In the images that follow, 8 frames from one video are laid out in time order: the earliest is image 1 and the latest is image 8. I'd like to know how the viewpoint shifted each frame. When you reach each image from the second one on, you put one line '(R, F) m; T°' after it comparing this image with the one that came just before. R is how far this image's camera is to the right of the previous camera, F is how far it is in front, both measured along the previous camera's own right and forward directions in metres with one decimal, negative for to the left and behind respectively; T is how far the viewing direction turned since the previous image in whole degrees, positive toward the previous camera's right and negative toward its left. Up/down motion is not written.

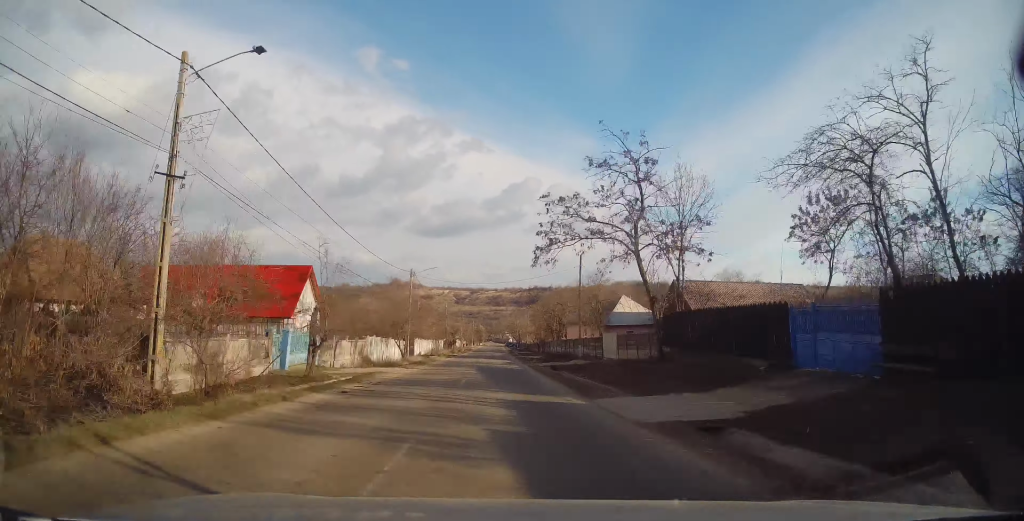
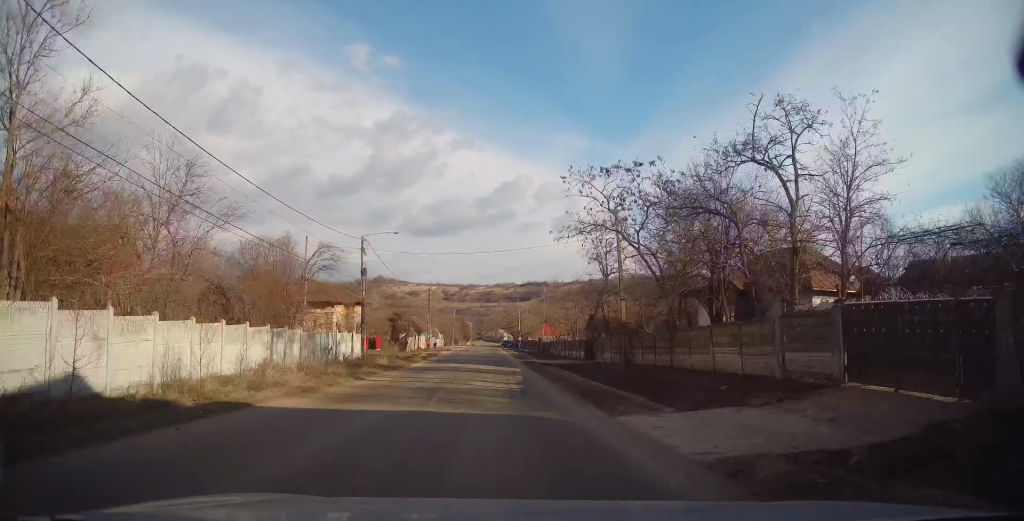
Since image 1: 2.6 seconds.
(-1.1, +51.8) m; -1°
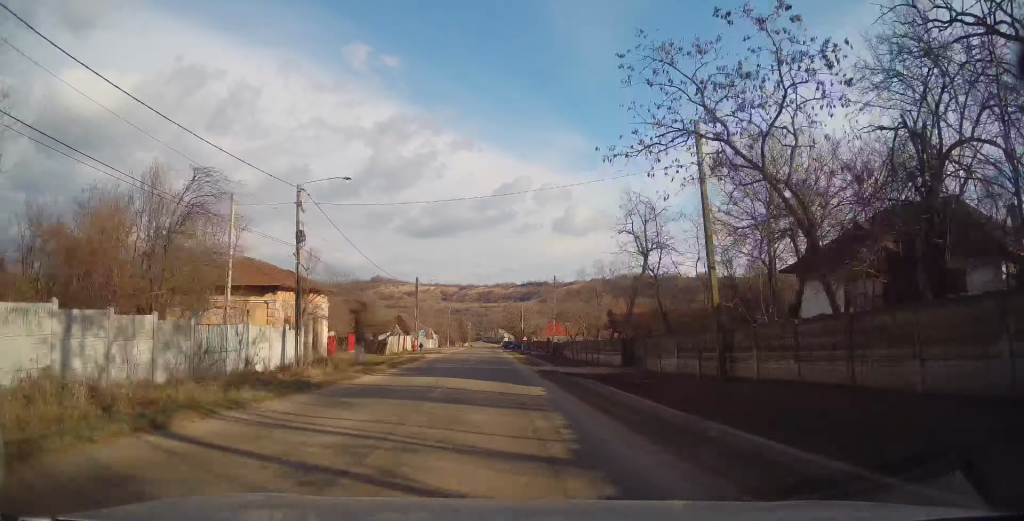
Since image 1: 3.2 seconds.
(+0.3, +11.6) m; +1°
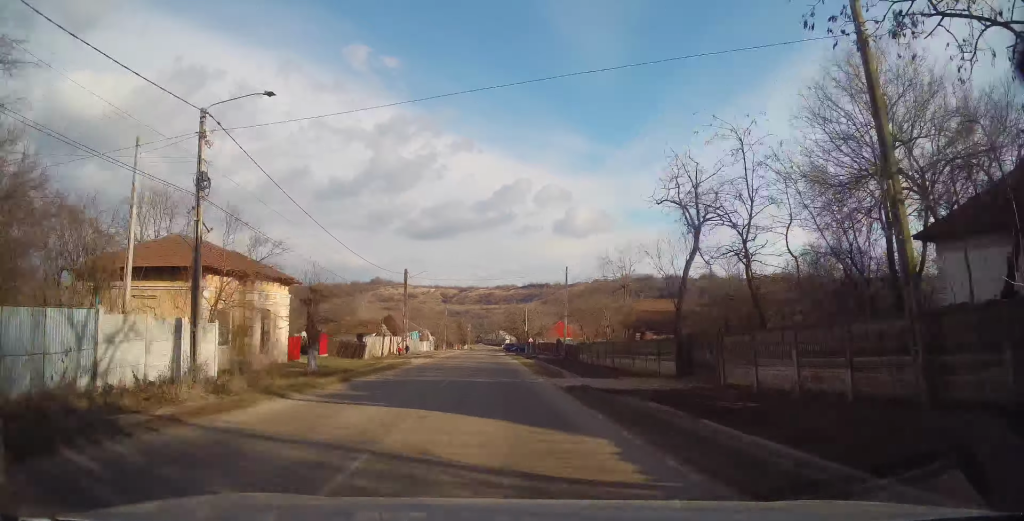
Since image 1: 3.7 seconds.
(0.0, +8.4) m; 0°
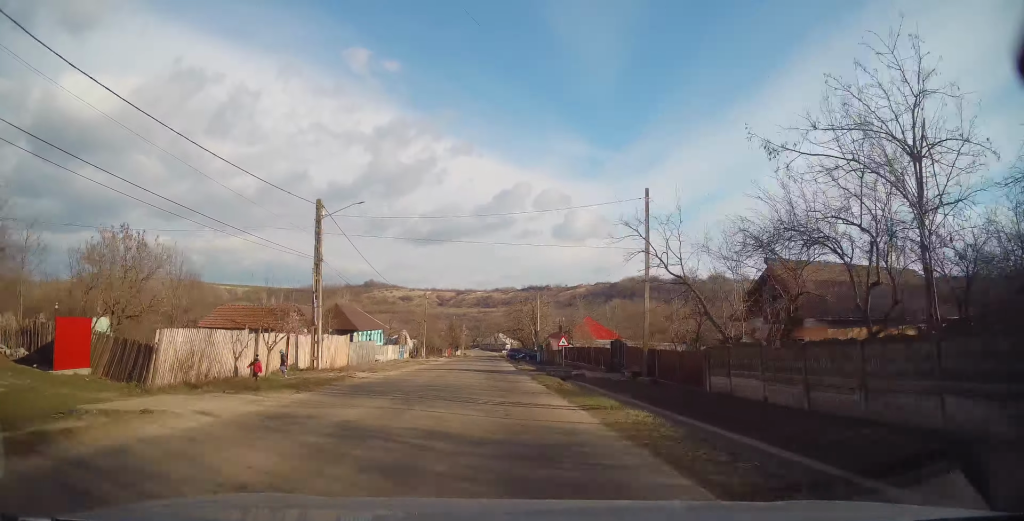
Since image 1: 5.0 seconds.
(-0.2, +27.0) m; 0°
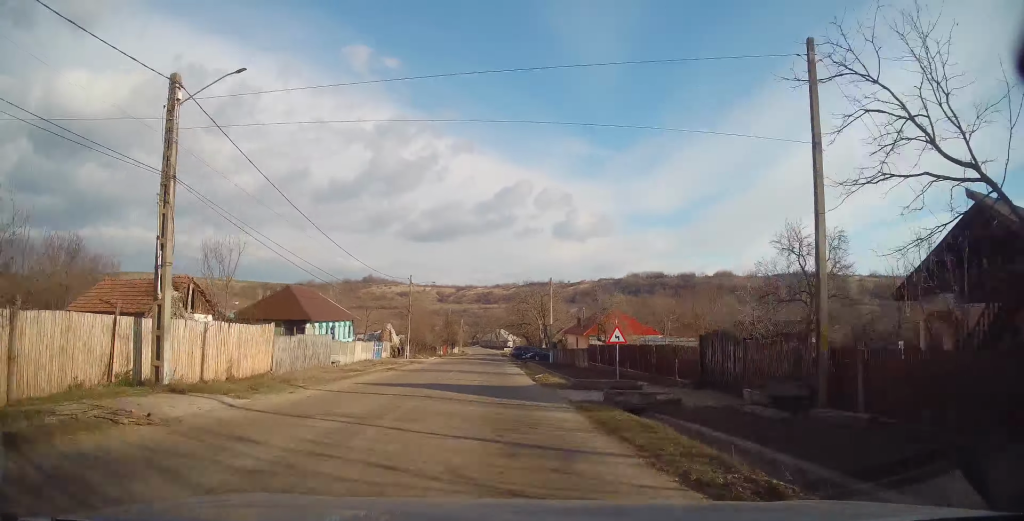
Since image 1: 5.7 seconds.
(0.0, +12.9) m; 0°
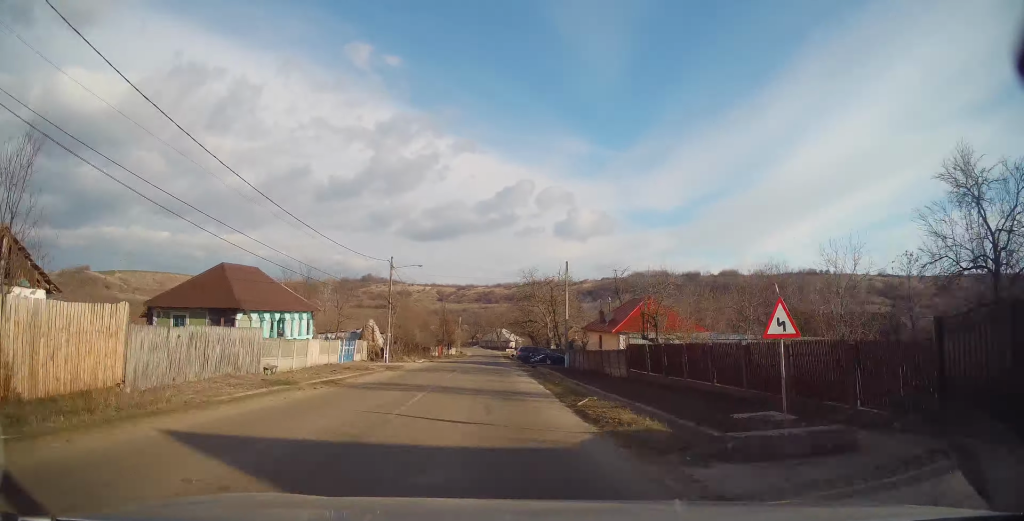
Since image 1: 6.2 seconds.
(0.0, +10.9) m; 0°
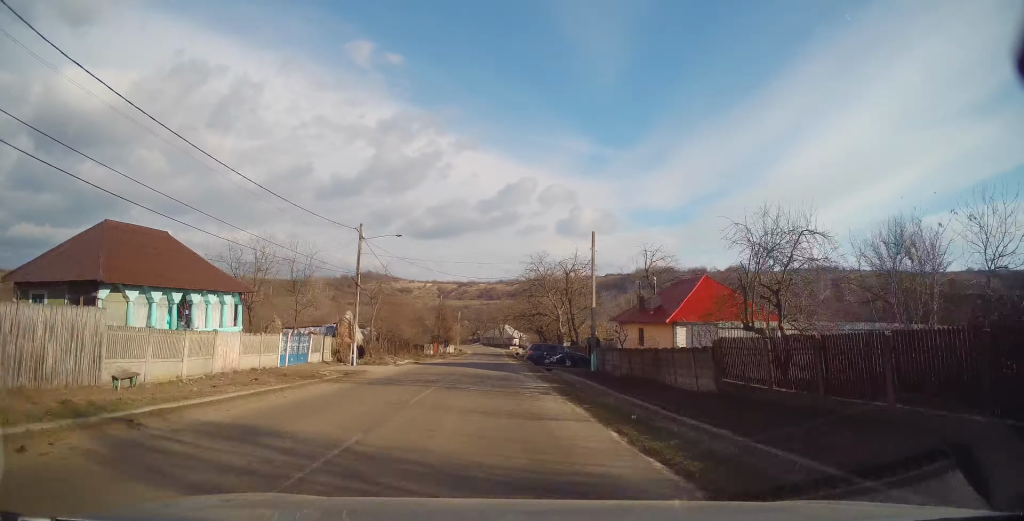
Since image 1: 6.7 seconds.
(0.0, +10.4) m; -1°
